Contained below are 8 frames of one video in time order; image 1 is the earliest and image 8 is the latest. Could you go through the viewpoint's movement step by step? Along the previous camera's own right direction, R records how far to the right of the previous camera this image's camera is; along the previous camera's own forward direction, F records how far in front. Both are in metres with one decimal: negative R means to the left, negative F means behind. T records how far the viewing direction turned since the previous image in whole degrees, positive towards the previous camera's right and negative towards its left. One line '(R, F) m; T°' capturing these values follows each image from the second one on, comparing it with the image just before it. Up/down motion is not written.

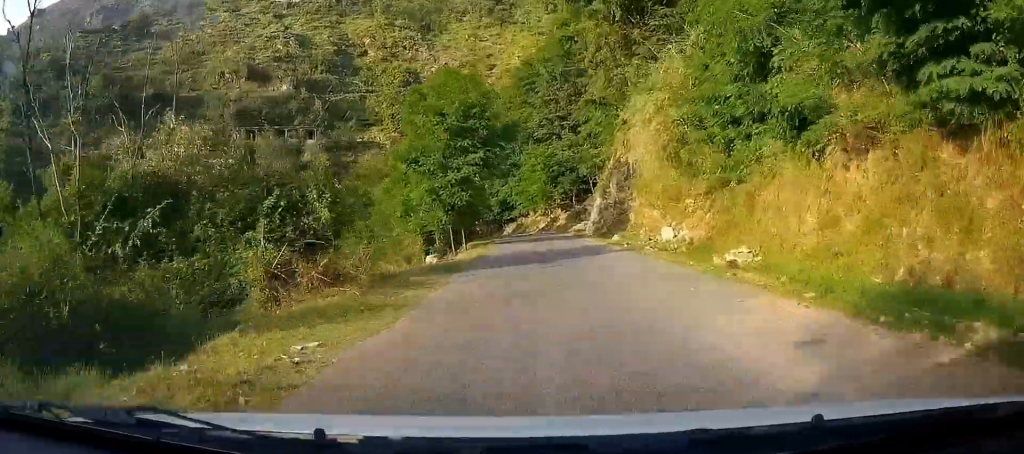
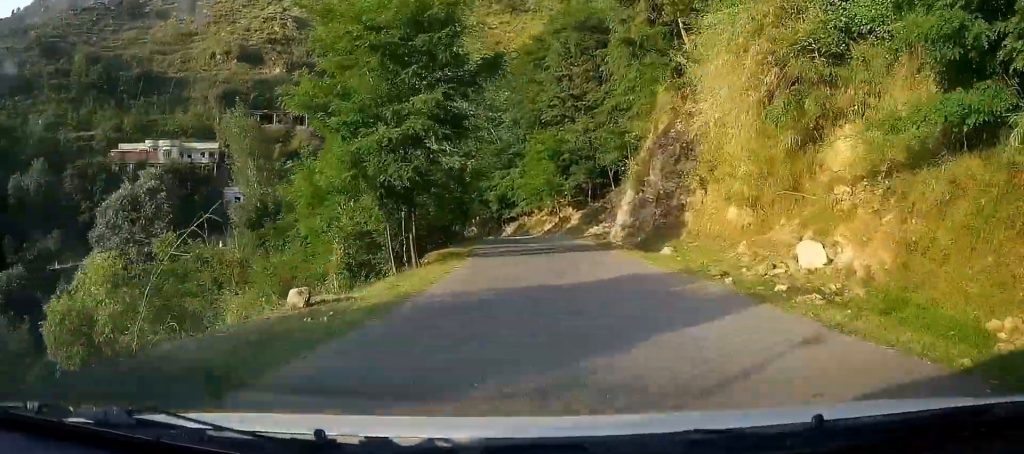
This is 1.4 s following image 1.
(+0.2, +11.8) m; +3°
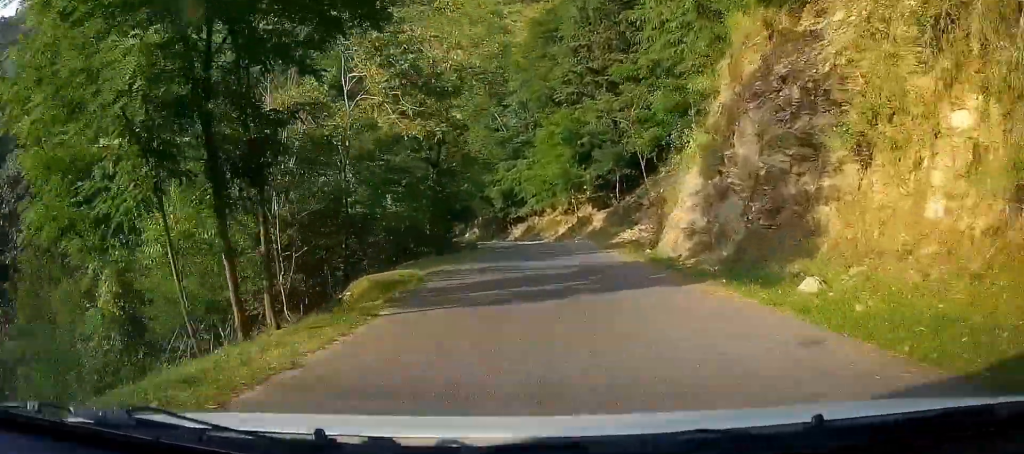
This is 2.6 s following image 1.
(+0.4, +10.7) m; +2°
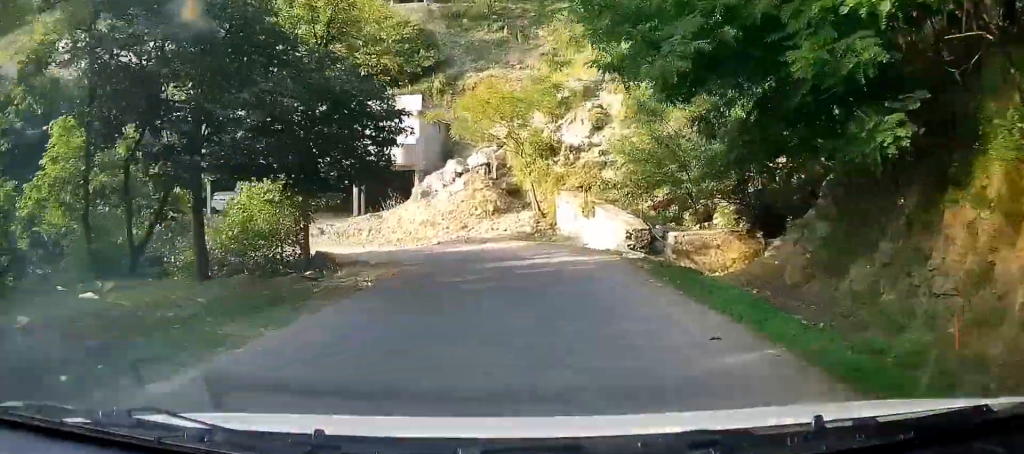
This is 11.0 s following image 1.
(-7.0, +72.1) m; -19°
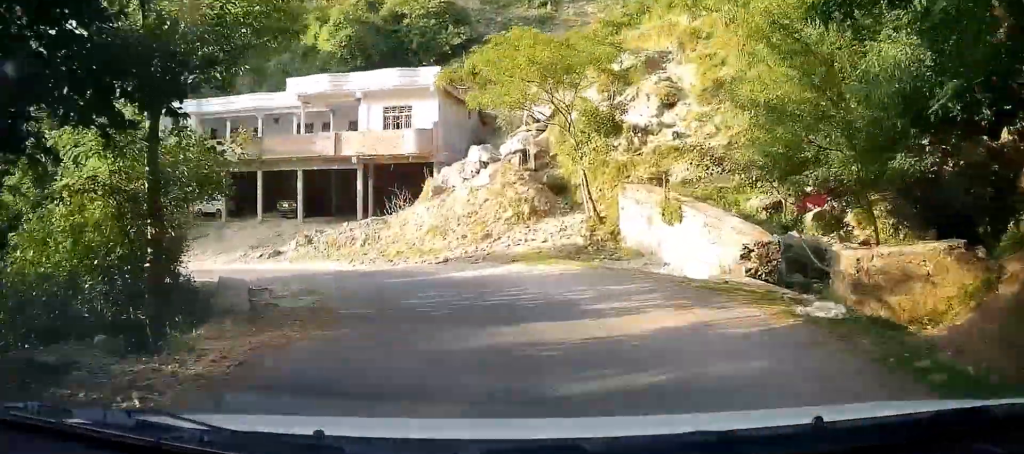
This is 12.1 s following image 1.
(-0.4, +8.6) m; -6°
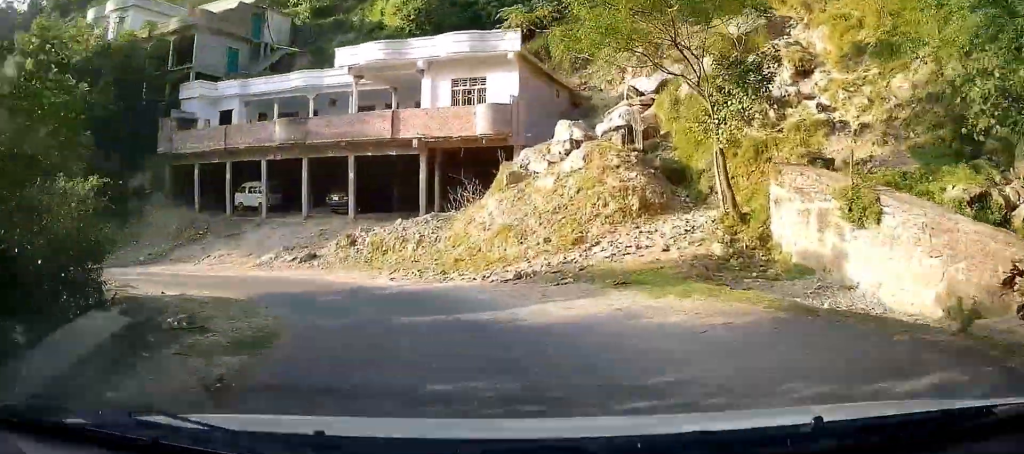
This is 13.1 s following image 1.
(-0.1, +6.8) m; -6°
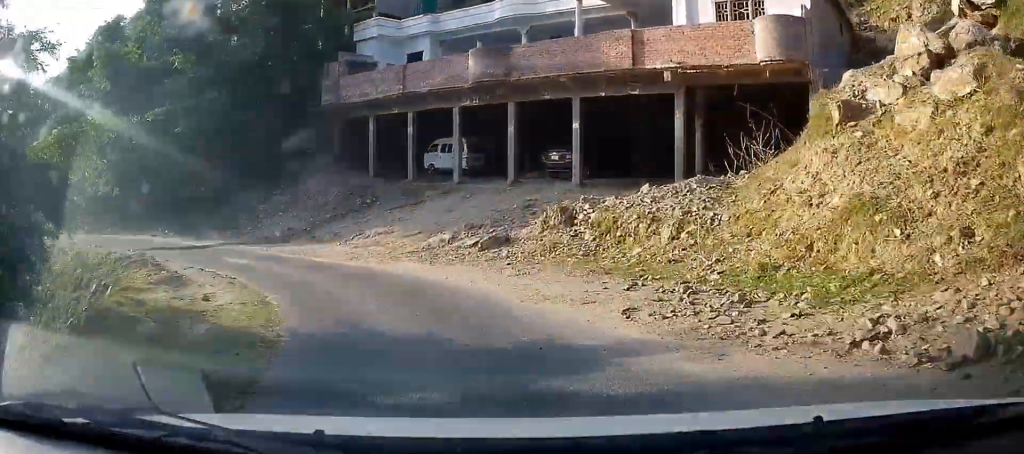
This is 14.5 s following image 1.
(-1.1, +9.8) m; -19°
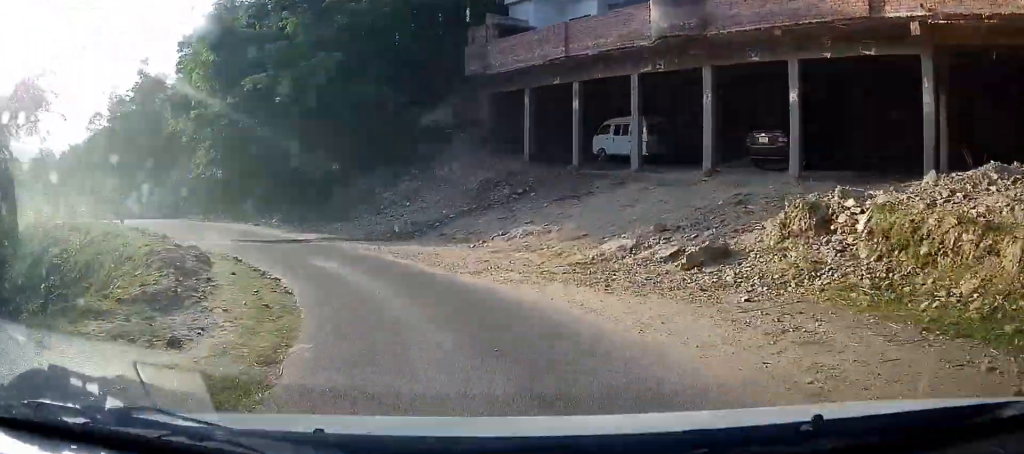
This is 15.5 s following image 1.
(+0.9, +6.1) m; -15°
